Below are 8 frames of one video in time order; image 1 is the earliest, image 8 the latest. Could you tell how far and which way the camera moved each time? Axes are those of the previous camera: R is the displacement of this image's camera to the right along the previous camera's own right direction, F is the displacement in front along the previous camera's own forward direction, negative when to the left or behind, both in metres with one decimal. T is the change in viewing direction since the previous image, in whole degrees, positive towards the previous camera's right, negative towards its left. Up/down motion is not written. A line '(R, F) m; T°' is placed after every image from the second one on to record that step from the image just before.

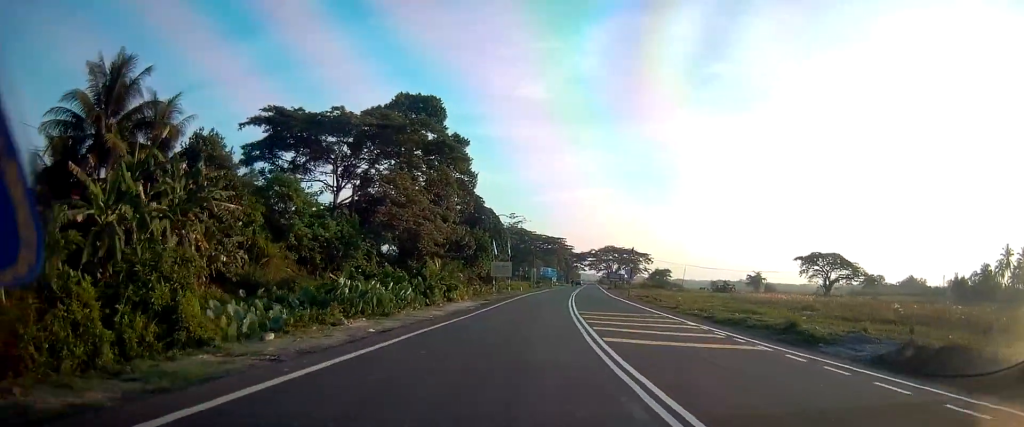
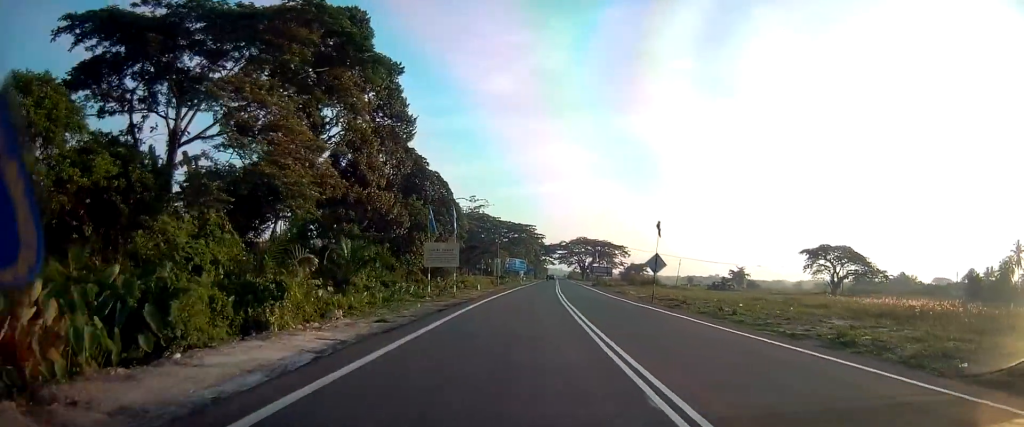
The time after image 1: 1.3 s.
(+1.5, +20.6) m; +4°
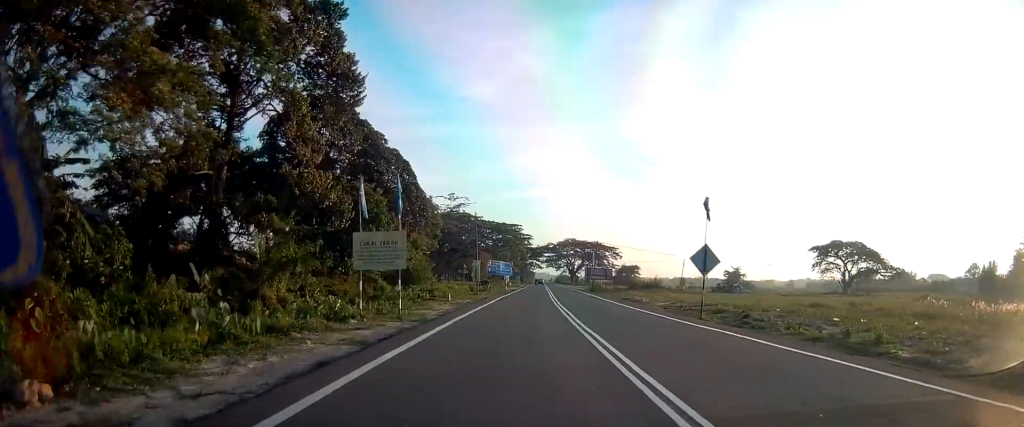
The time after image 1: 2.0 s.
(-0.5, +10.9) m; +1°
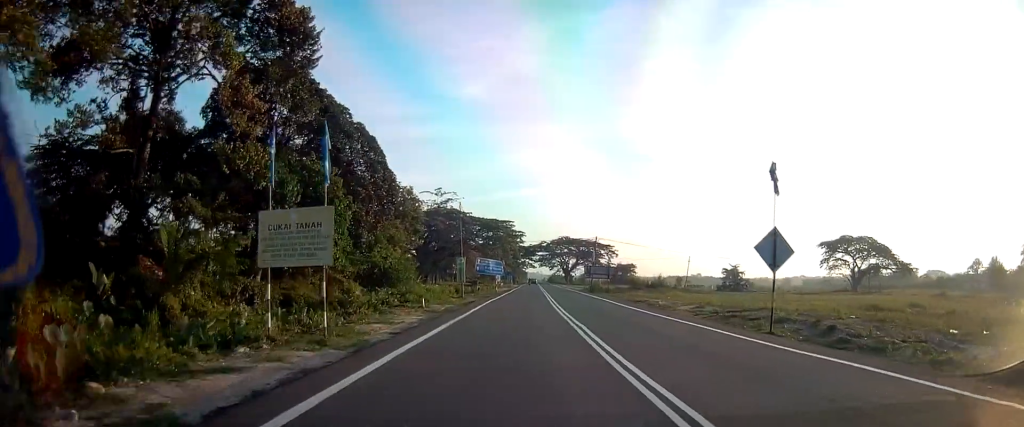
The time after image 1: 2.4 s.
(-0.4, +6.8) m; +1°
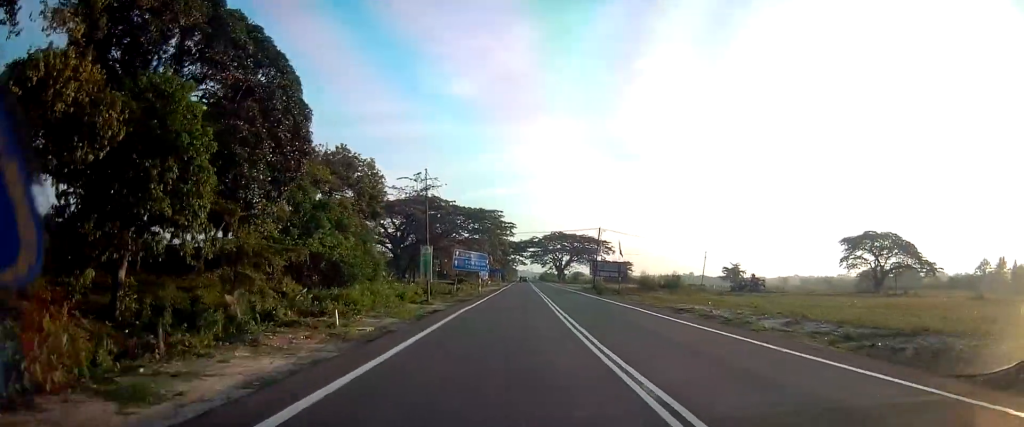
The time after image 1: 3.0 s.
(+0.9, +11.9) m; +1°
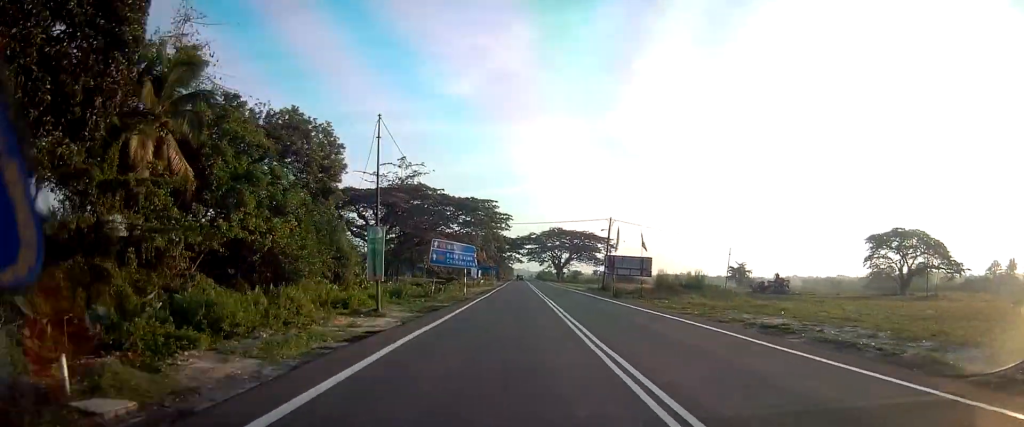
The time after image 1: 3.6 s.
(+0.2, +10.0) m; 0°
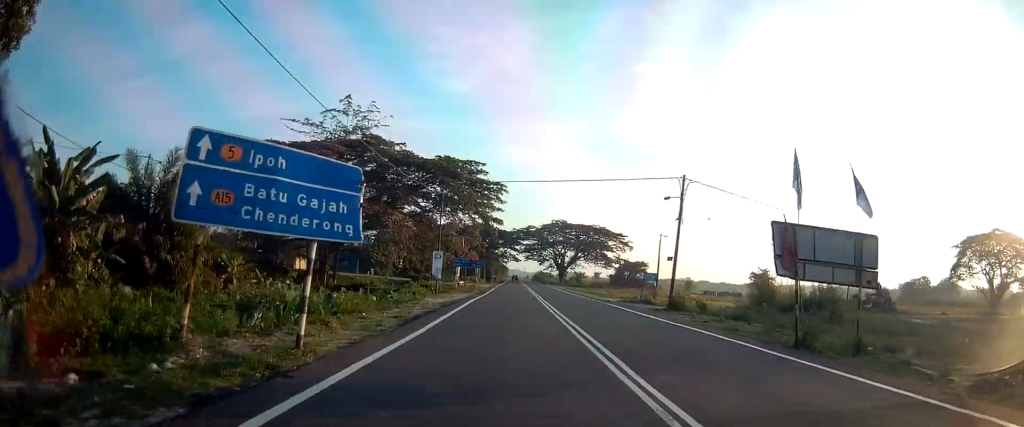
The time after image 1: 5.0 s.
(-0.3, +26.1) m; +1°
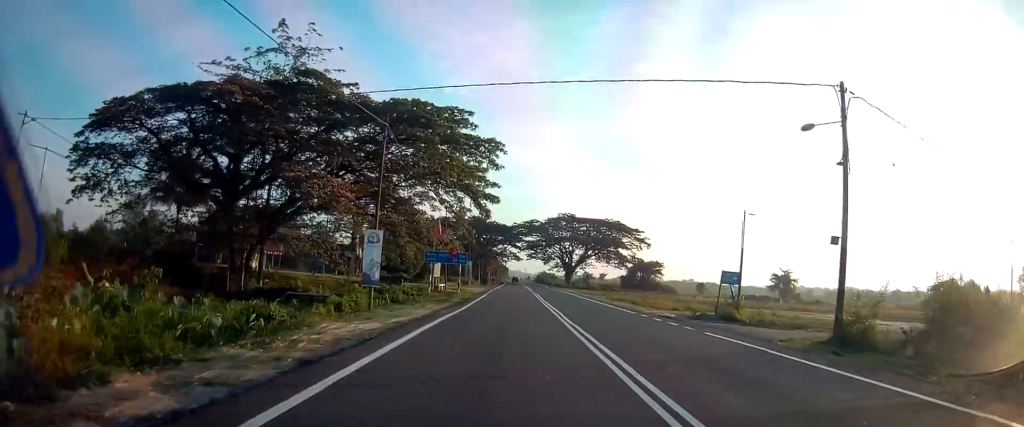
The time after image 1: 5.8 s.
(+0.2, +16.6) m; 0°
